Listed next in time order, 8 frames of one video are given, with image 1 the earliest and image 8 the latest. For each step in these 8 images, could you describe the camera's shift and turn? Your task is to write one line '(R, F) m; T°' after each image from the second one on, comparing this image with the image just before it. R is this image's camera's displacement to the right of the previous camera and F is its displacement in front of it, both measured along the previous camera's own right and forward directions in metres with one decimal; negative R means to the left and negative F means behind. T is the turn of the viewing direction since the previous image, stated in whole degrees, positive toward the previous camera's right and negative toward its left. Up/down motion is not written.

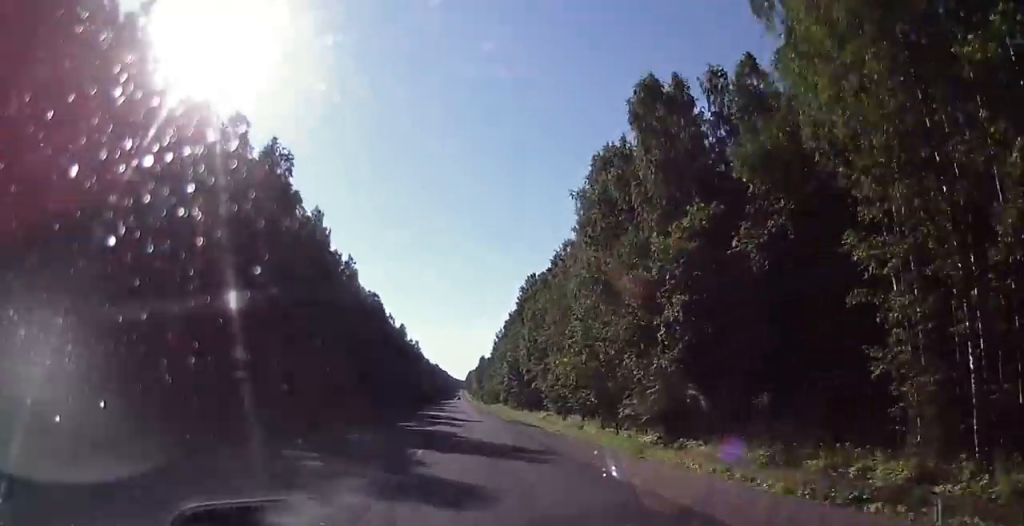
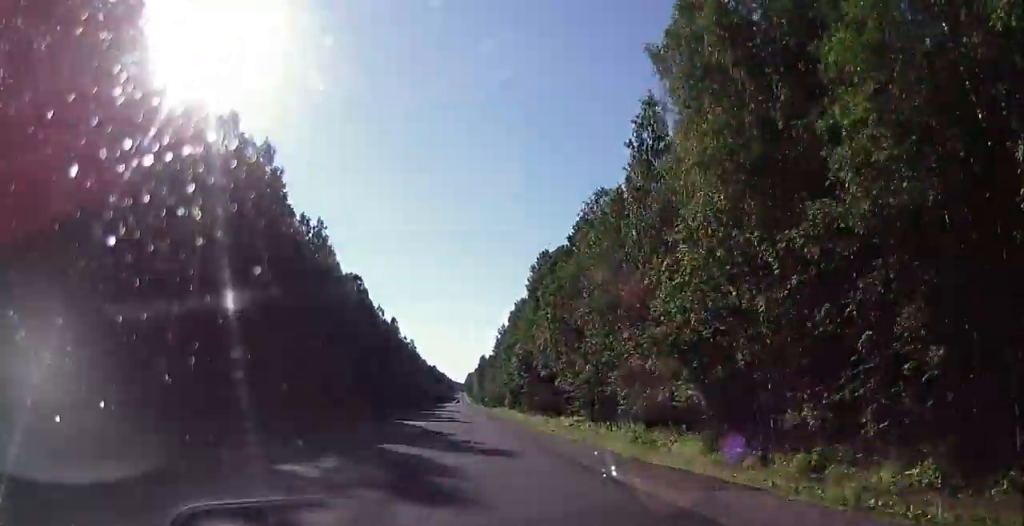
(-0.1, +24.7) m; 0°
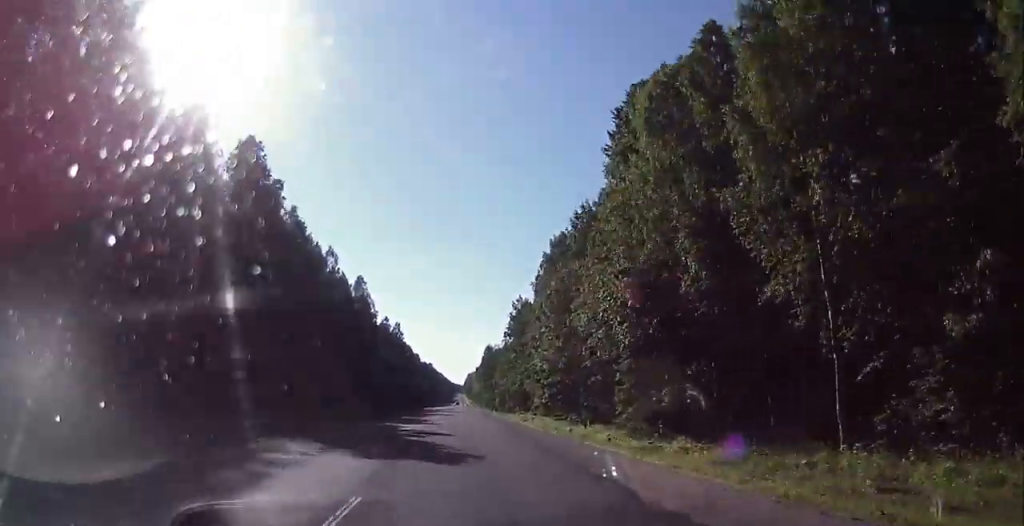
(+0.5, +67.7) m; +2°
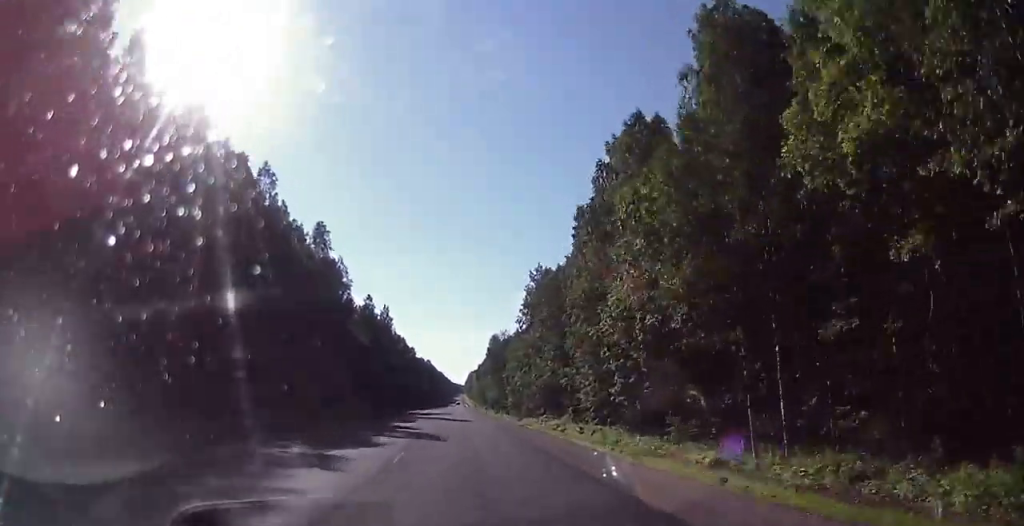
(+0.3, +39.8) m; -1°
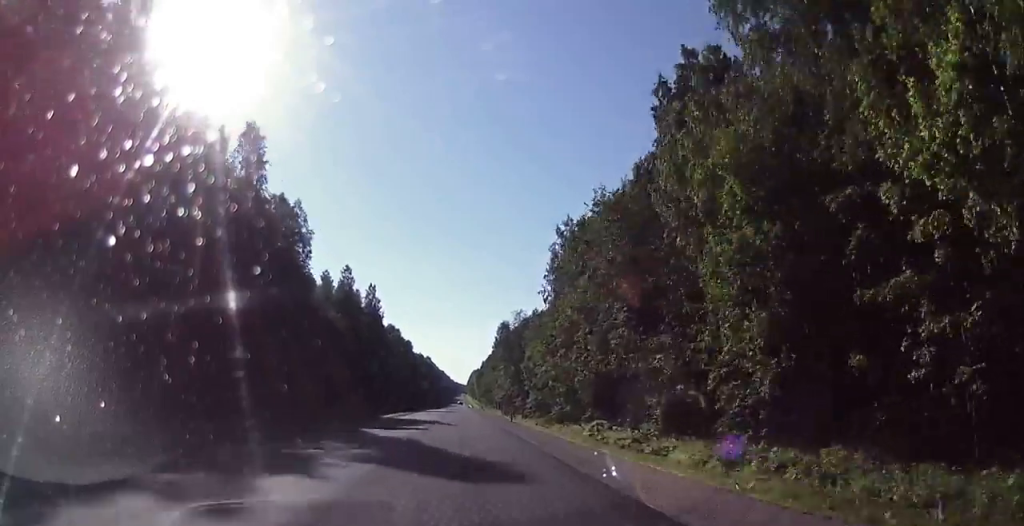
(-0.6, +34.4) m; -1°
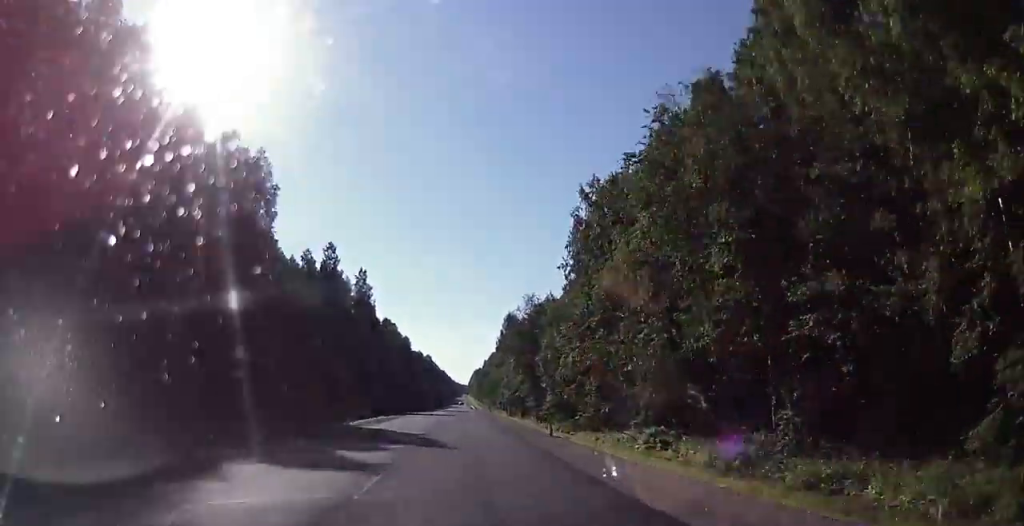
(-0.1, +18.4) m; 0°
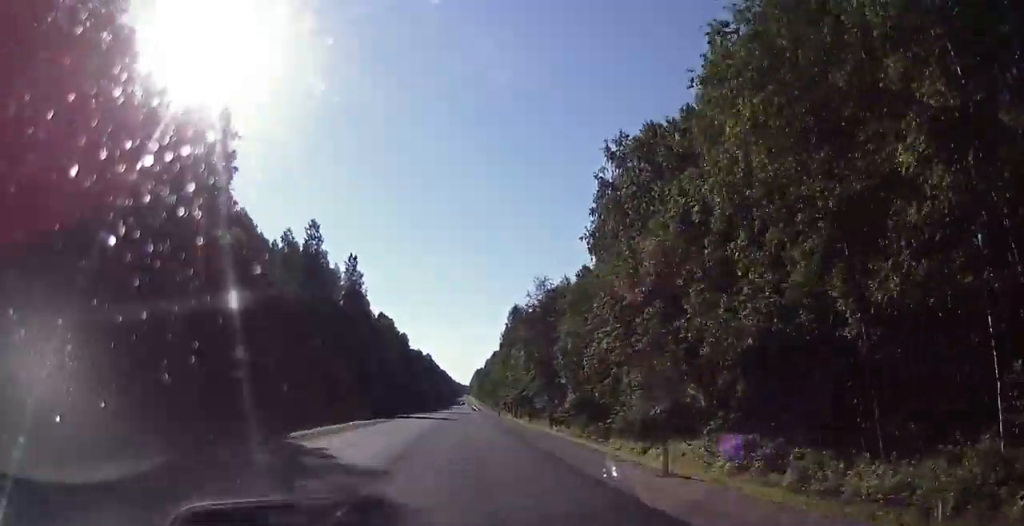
(-0.2, +14.1) m; 0°
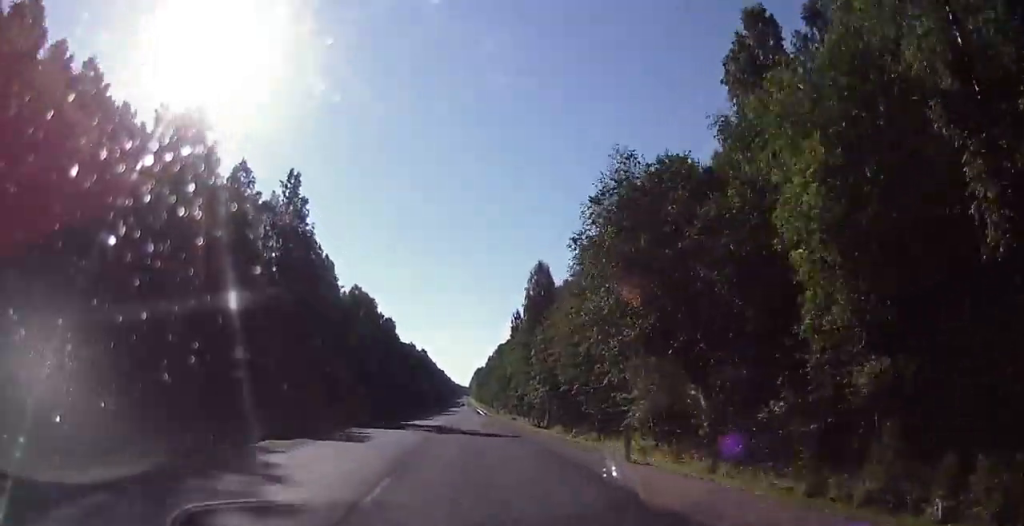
(+0.9, +46.4) m; +1°
